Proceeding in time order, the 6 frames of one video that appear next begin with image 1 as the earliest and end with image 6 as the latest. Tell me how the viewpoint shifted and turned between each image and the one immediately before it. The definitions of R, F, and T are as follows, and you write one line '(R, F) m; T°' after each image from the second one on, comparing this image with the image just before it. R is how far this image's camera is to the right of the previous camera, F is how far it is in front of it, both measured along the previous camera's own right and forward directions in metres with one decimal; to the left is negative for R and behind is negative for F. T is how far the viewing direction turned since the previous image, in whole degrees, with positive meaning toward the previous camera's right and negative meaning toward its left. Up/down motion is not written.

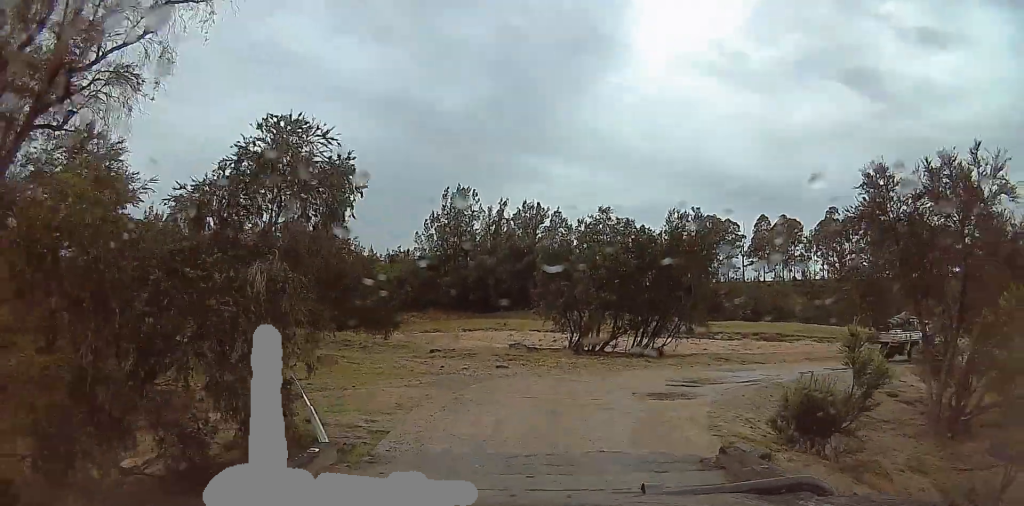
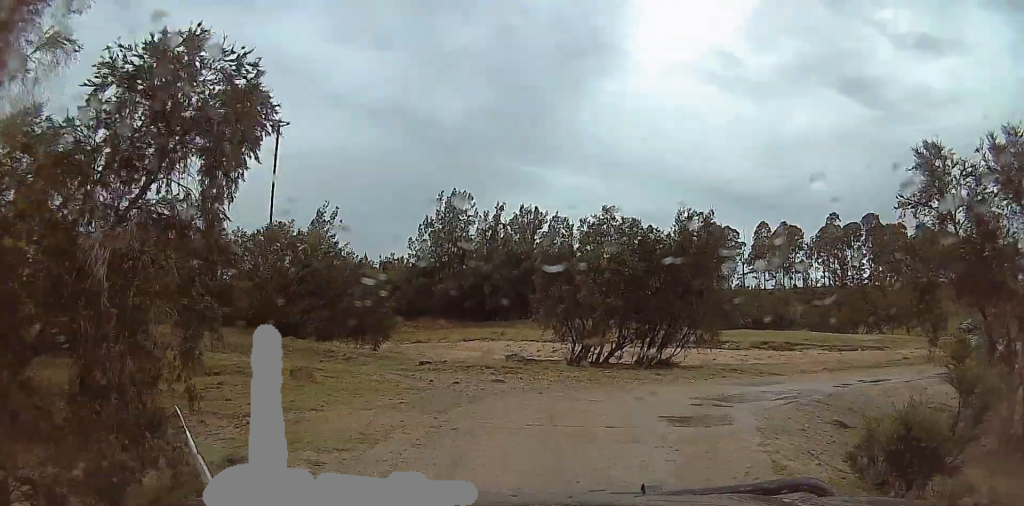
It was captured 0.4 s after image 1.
(0.0, +2.7) m; 0°
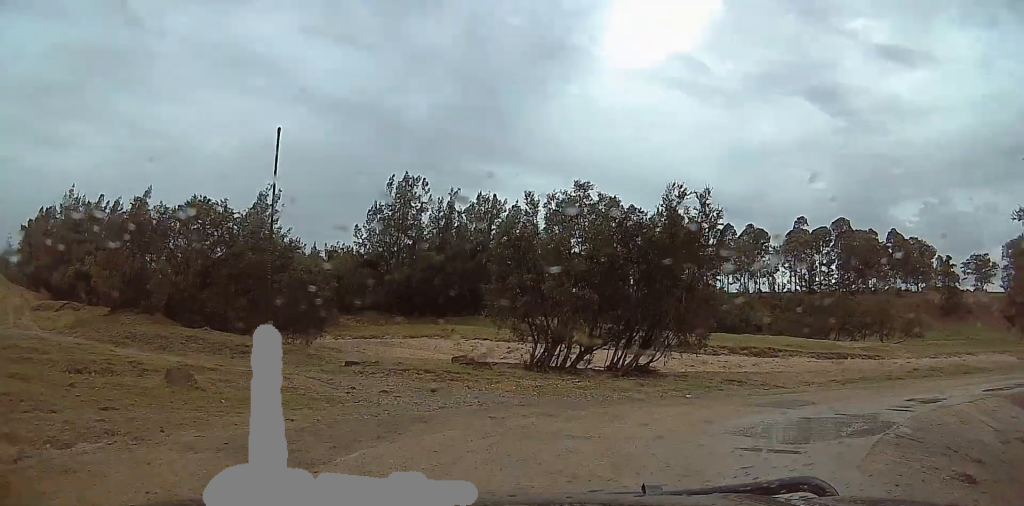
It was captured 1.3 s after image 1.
(0.0, +5.5) m; 0°
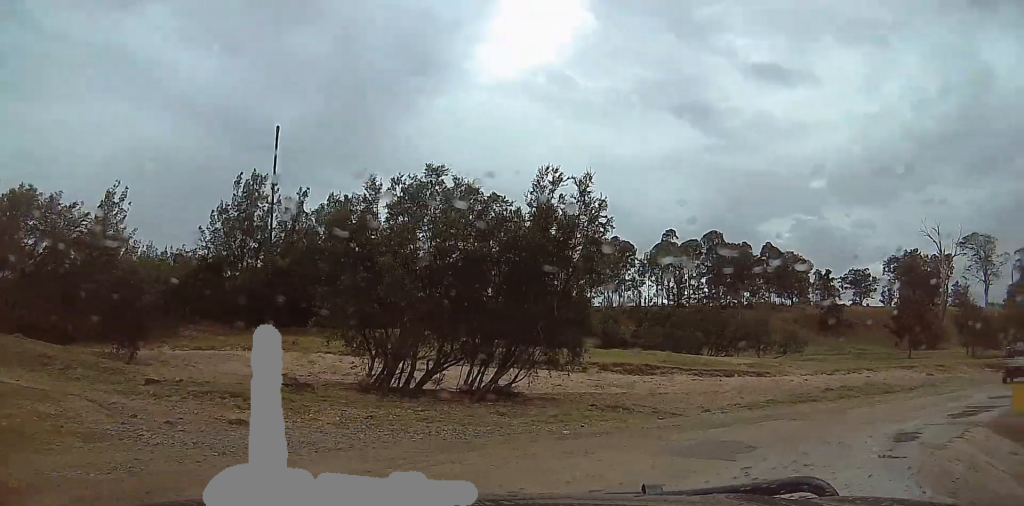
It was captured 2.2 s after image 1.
(0.0, +5.2) m; +12°
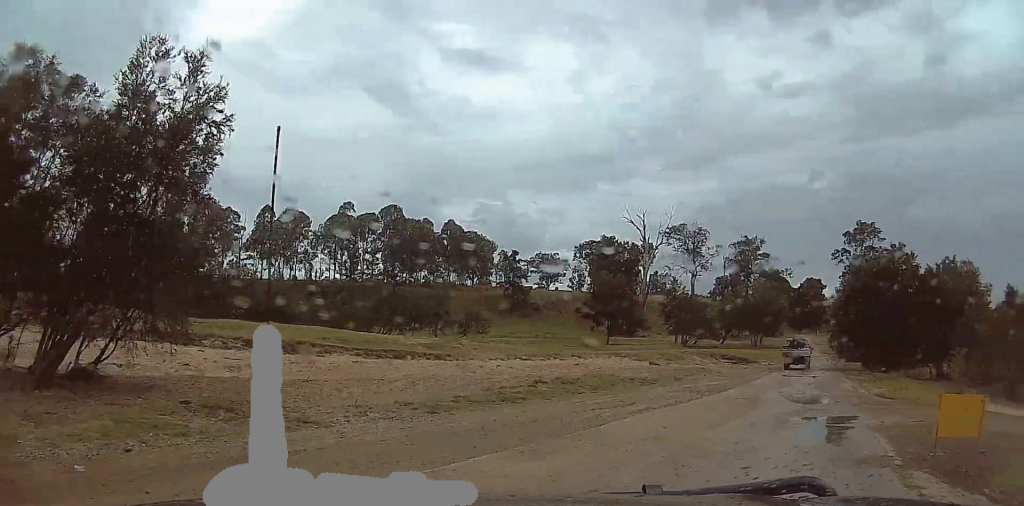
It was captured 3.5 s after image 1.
(+2.1, +7.8) m; +23°
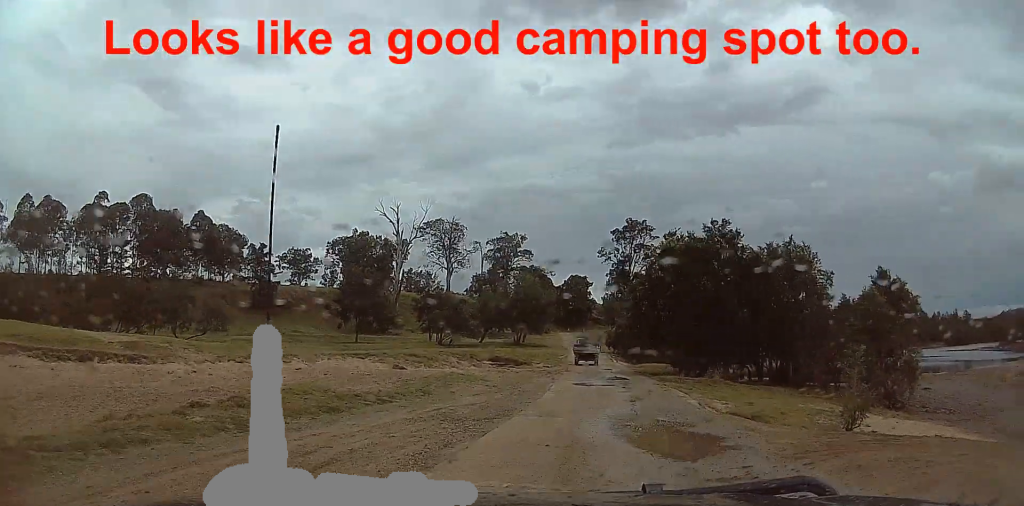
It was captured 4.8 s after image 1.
(+1.0, +9.0) m; +17°
